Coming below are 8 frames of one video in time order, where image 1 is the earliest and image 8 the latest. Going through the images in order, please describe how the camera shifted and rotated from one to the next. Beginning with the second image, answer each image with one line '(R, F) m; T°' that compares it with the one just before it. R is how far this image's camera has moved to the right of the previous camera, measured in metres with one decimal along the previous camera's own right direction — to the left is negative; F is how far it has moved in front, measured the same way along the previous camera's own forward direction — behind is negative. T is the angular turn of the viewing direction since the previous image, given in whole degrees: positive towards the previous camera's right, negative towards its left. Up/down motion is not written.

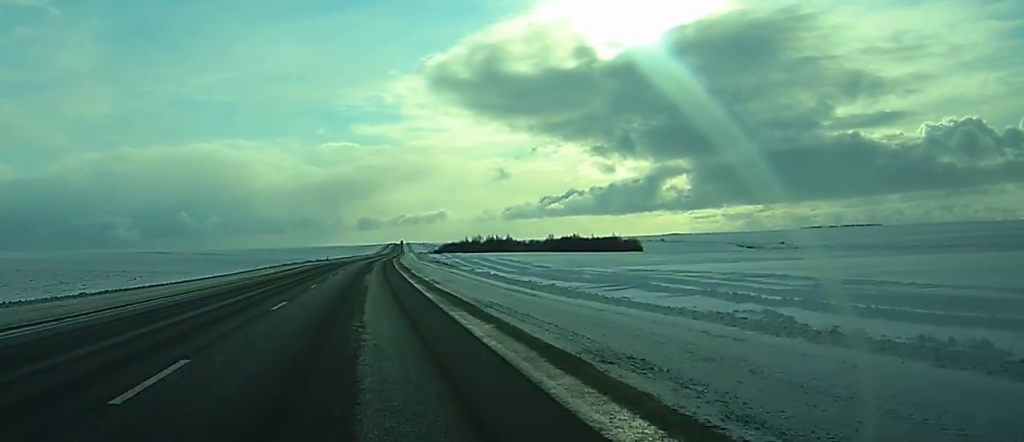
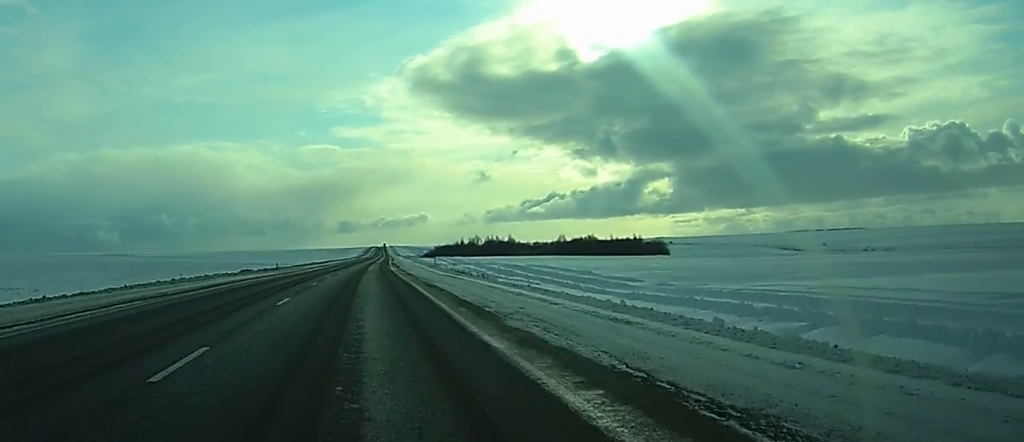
(+1.3, +59.8) m; +2°
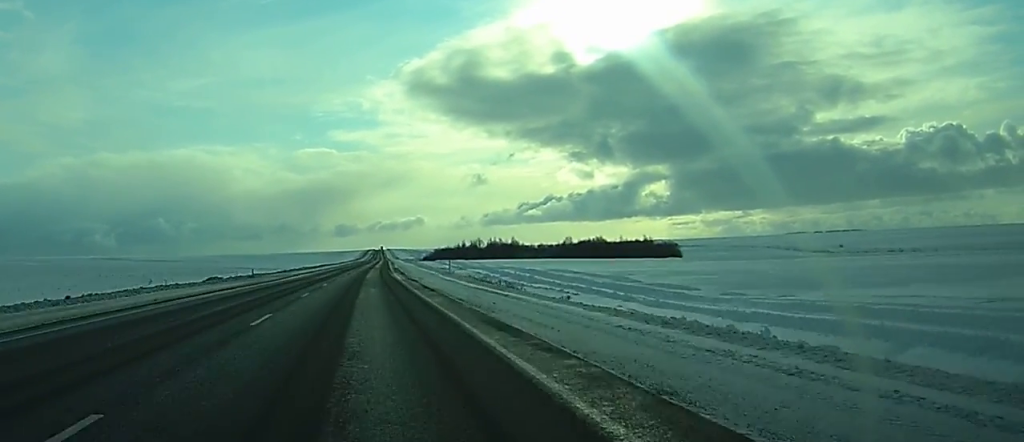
(+0.1, +16.8) m; +1°
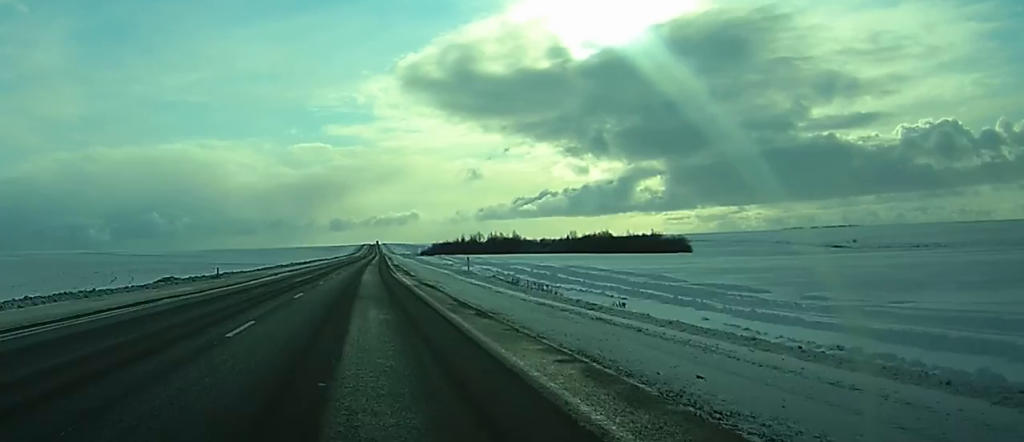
(0.0, +14.5) m; +1°
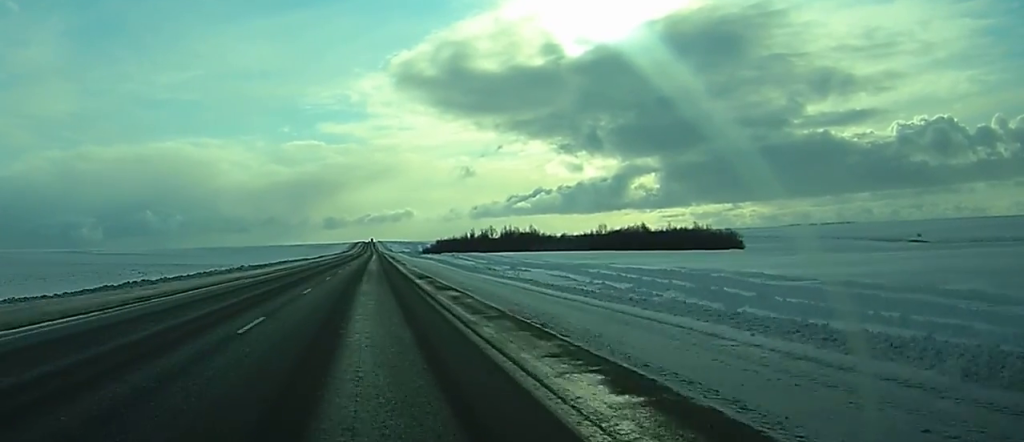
(+1.1, +47.6) m; +2°
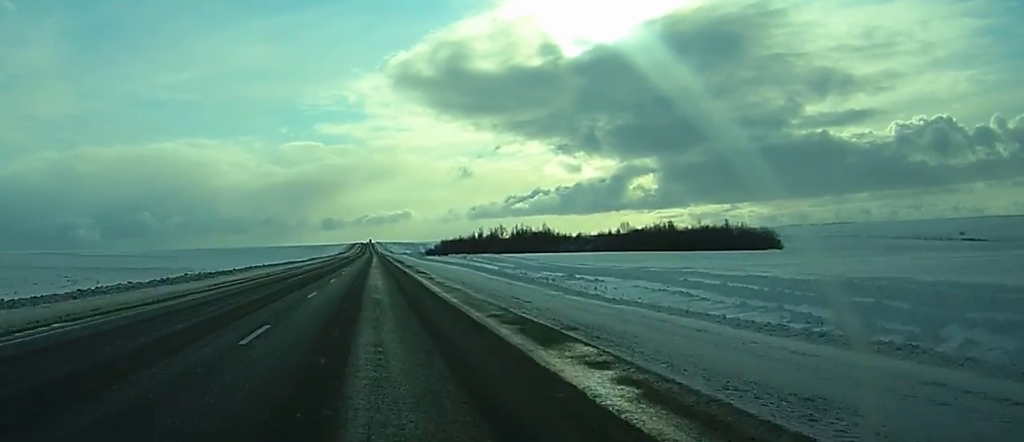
(+0.2, +25.4) m; 0°
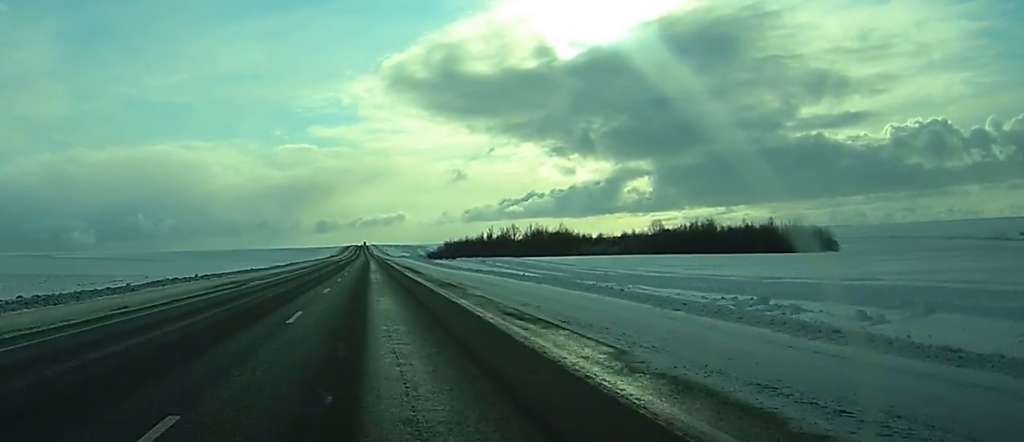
(-0.3, +32.0) m; 0°
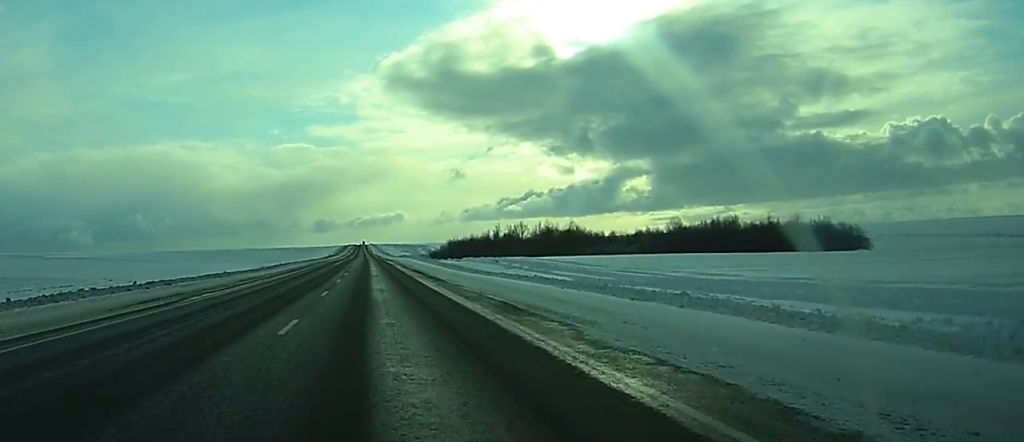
(0.0, +14.3) m; 0°
